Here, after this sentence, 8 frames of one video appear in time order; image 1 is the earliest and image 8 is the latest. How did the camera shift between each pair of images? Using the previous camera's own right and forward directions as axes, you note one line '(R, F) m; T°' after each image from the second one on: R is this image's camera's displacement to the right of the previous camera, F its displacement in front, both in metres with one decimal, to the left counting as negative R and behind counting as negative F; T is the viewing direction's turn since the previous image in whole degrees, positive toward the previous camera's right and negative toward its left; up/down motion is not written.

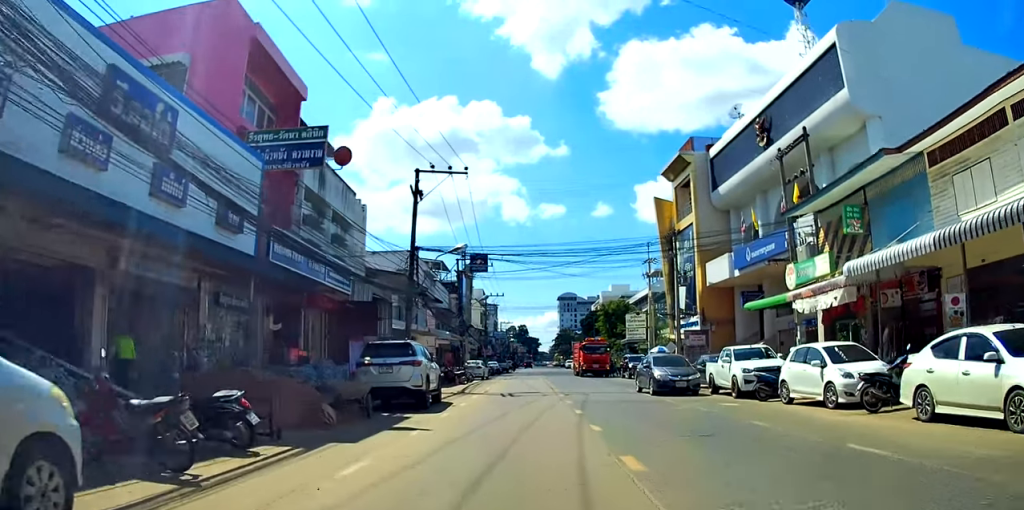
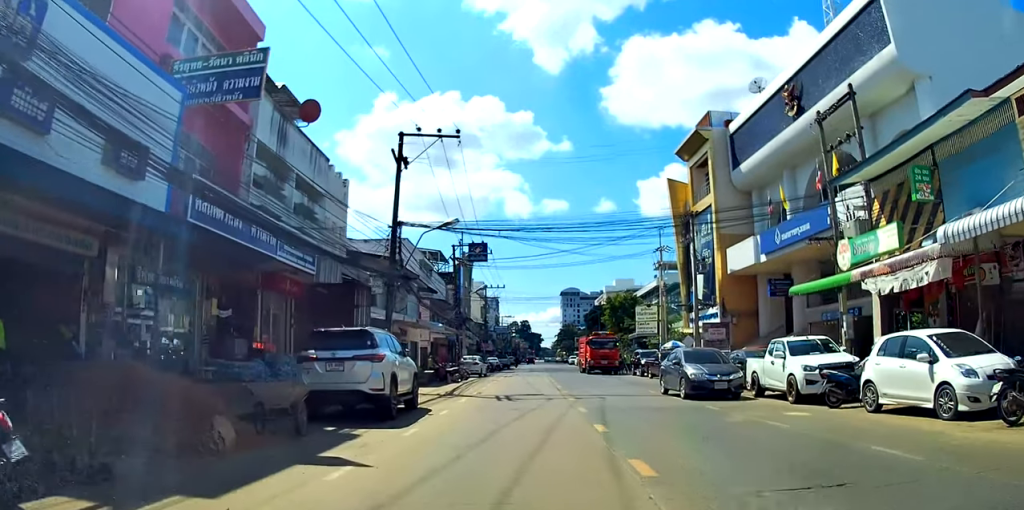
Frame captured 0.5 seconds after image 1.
(0.0, +4.8) m; 0°
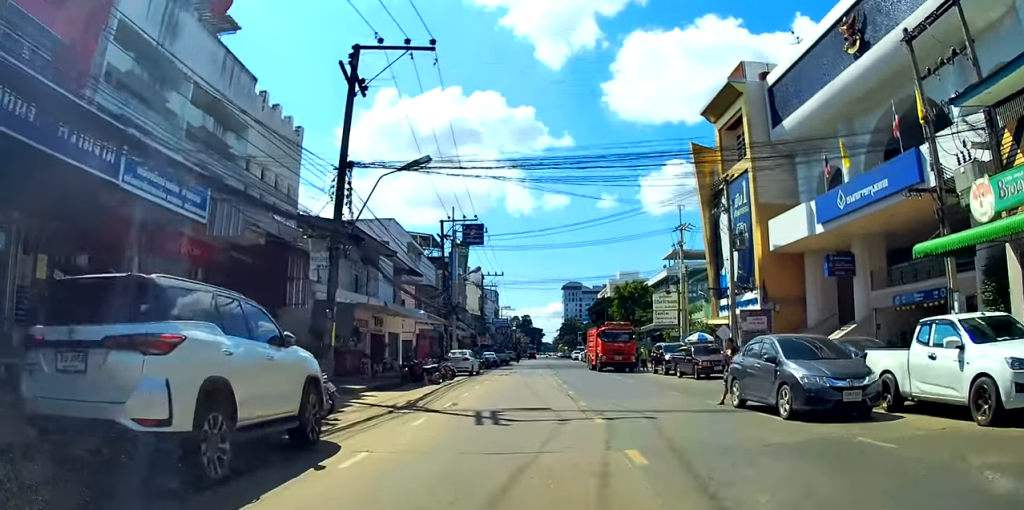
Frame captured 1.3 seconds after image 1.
(+0.1, +8.2) m; +1°
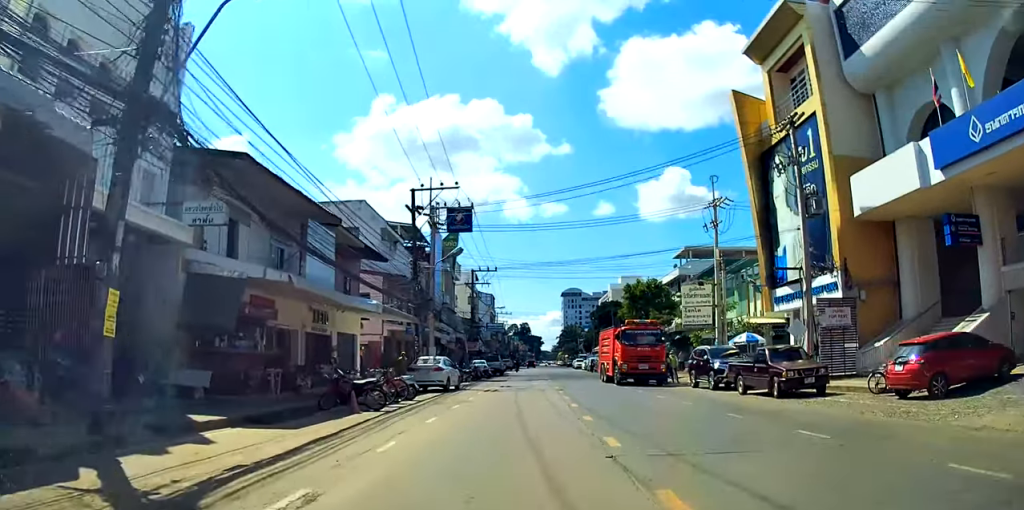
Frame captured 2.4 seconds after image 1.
(+0.1, +11.2) m; +3°
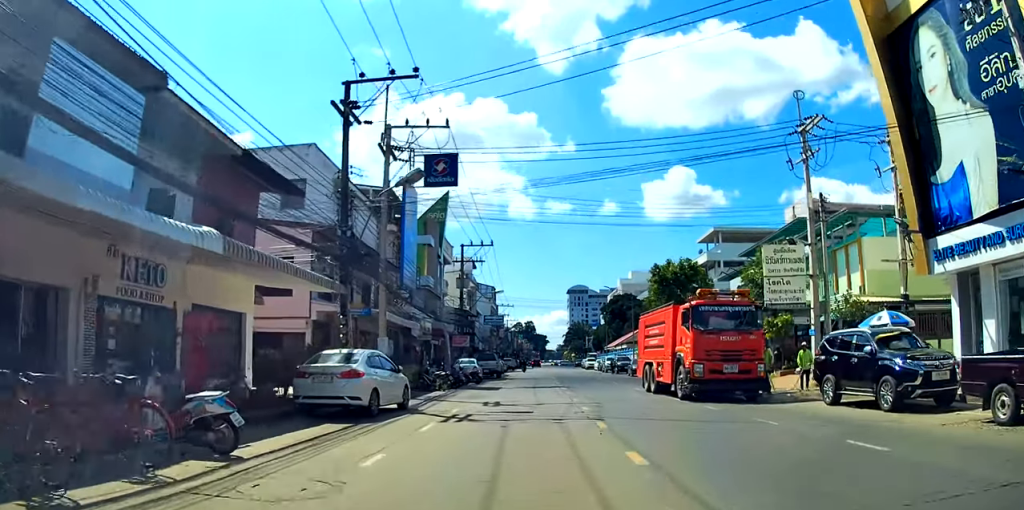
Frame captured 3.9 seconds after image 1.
(+0.1, +14.9) m; -2°
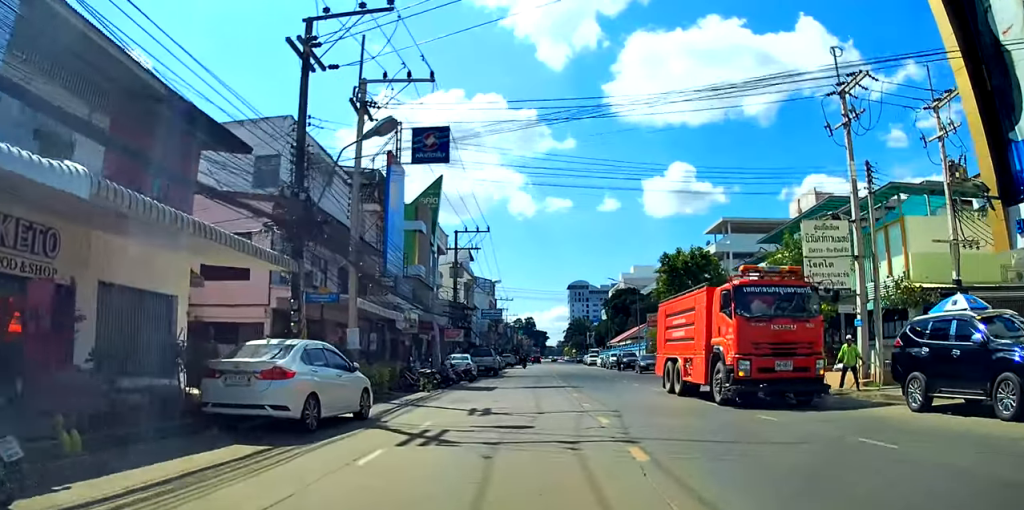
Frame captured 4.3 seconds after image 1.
(-0.1, +4.5) m; -1°
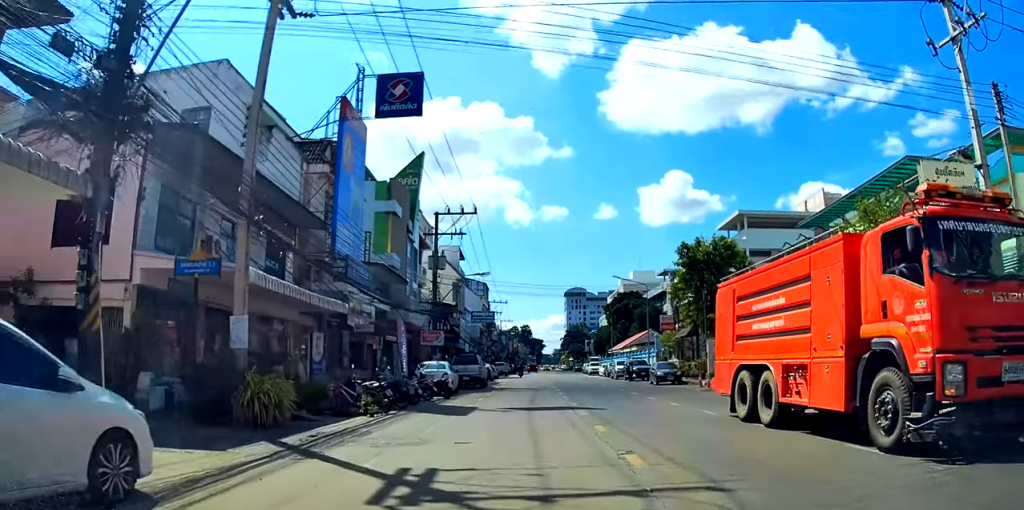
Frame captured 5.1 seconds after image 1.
(-0.1, +8.3) m; -1°
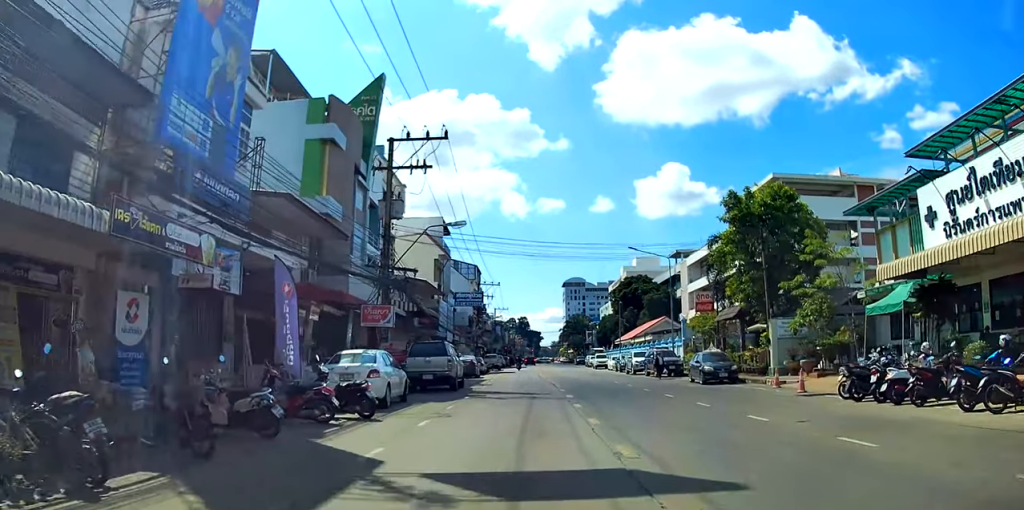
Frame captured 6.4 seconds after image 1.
(-0.1, +12.2) m; +2°
